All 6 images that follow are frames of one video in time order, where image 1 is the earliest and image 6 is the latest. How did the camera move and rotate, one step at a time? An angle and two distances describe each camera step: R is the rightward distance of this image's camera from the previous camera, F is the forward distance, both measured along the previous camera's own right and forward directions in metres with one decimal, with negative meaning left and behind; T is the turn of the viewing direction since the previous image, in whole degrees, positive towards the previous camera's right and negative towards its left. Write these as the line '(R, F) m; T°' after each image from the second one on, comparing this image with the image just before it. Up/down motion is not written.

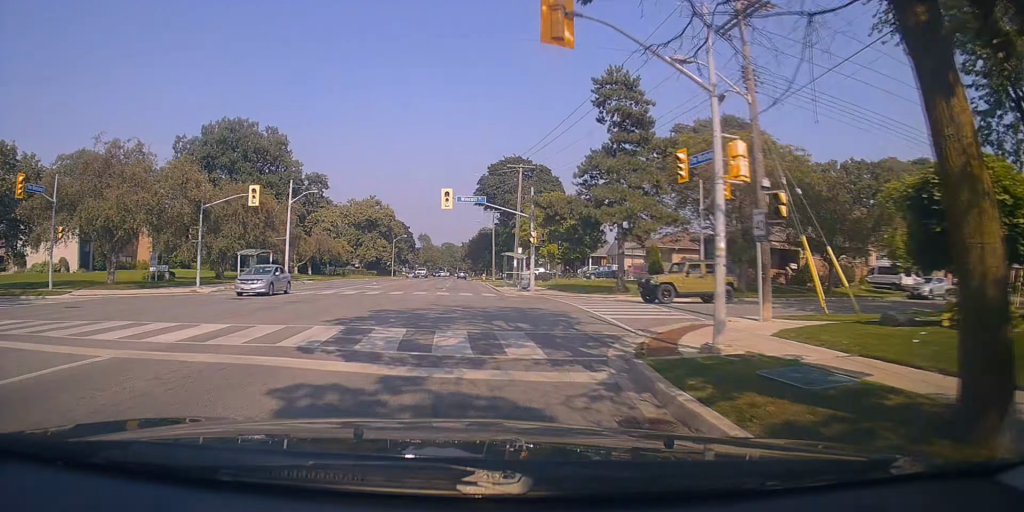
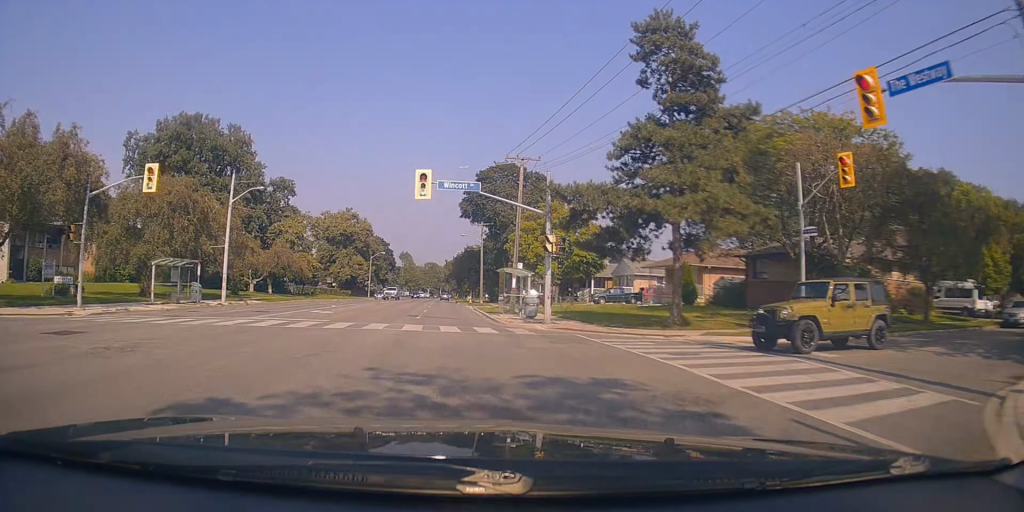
(-0.1, +11.0) m; 0°
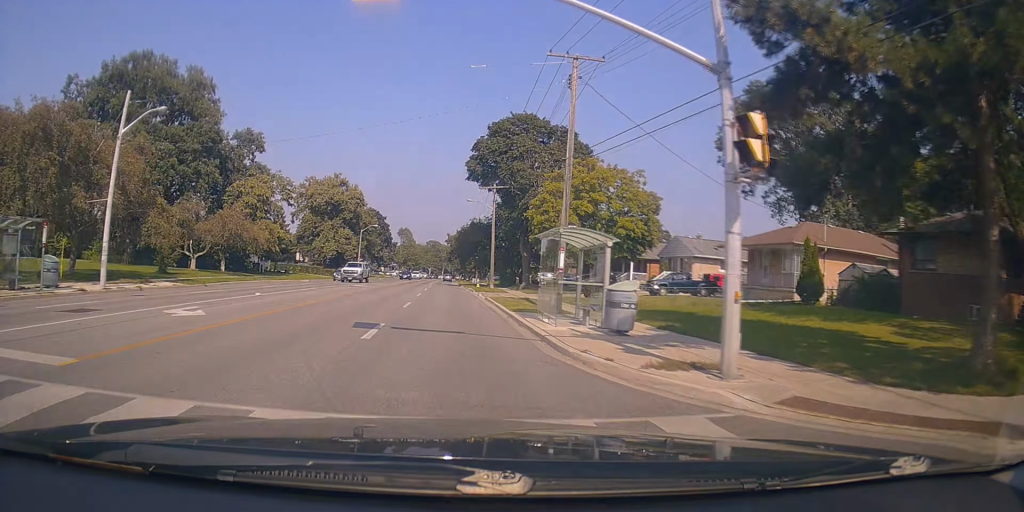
(+0.2, +15.5) m; +2°
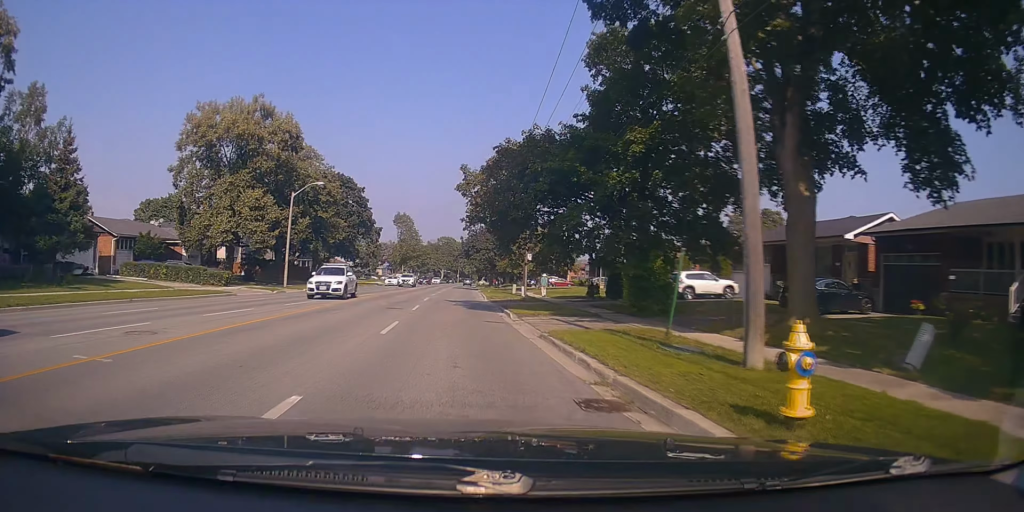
(0.0, +46.7) m; -1°
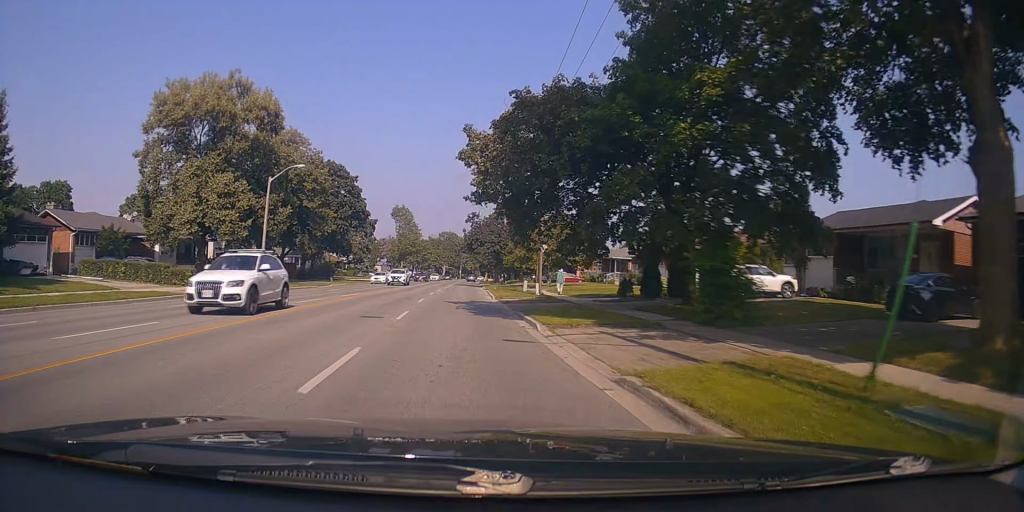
(-0.1, +6.5) m; 0°
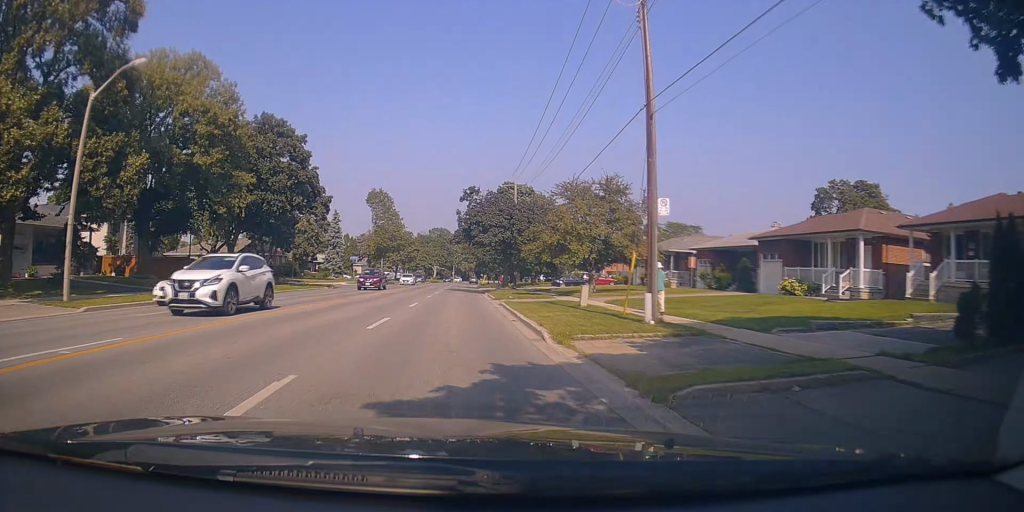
(+0.1, +22.0) m; 0°
